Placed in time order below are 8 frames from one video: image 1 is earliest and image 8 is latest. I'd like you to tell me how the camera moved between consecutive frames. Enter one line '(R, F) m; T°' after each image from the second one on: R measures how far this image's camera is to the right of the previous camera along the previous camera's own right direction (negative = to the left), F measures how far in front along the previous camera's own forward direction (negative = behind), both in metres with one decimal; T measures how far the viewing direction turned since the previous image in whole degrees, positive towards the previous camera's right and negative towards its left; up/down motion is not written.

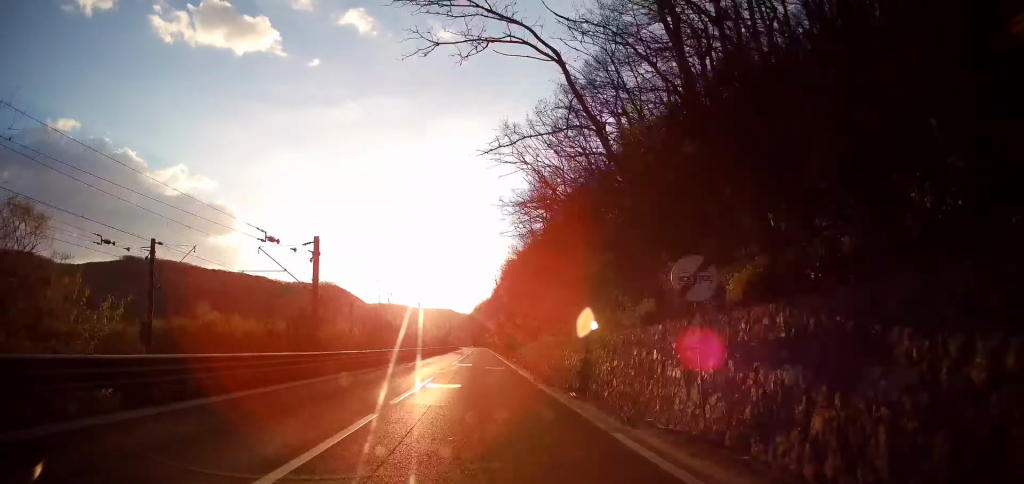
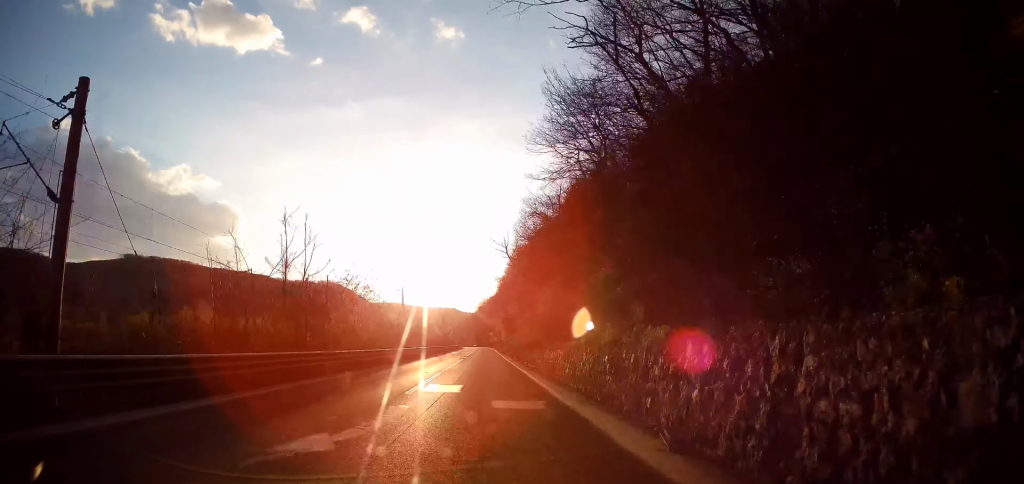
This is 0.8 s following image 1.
(-0.4, +18.5) m; 0°
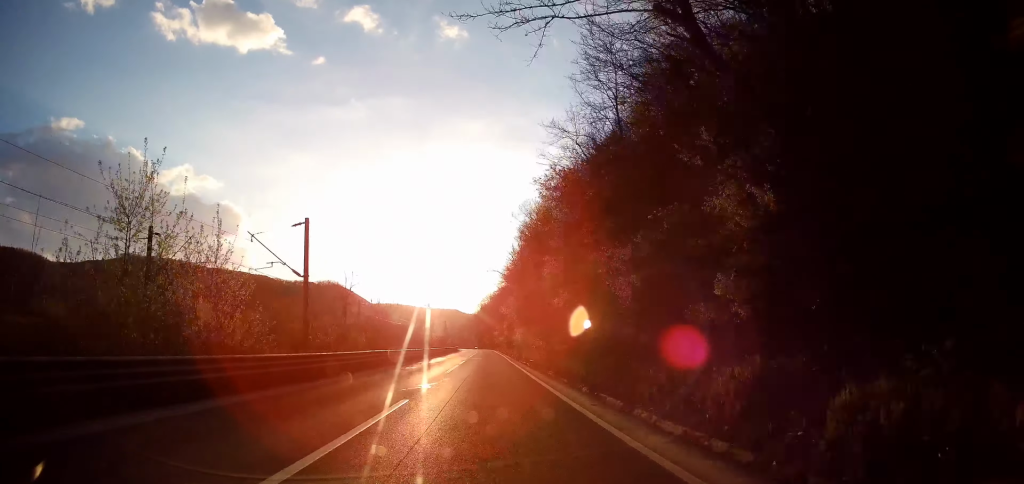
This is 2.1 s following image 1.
(+0.7, +31.3) m; +1°
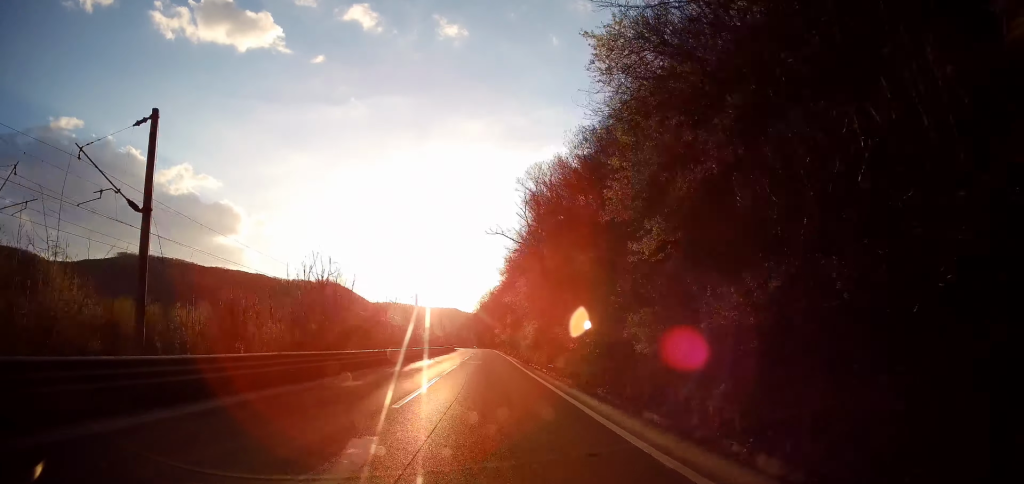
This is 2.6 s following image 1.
(0.0, +12.8) m; -1°
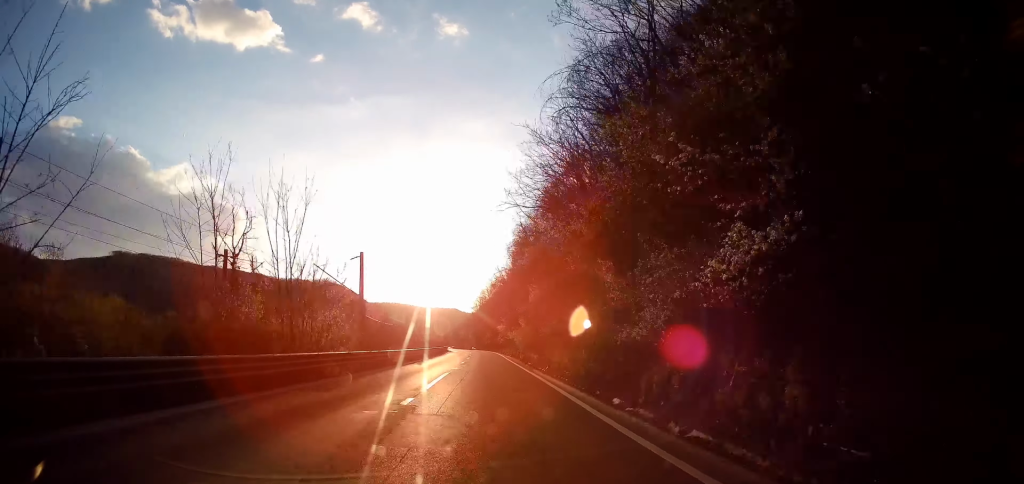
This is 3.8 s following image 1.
(-0.4, +28.1) m; 0°
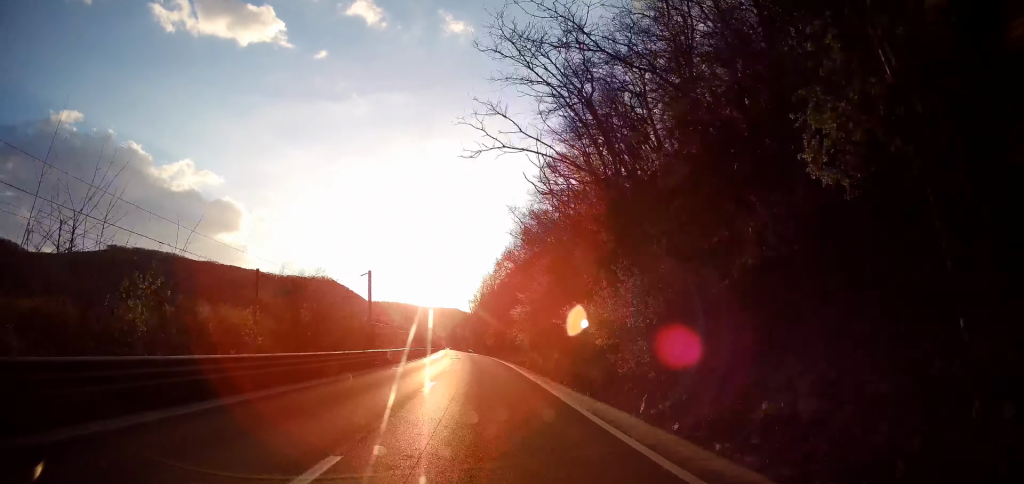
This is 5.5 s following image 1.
(+0.5, +43.2) m; +1°
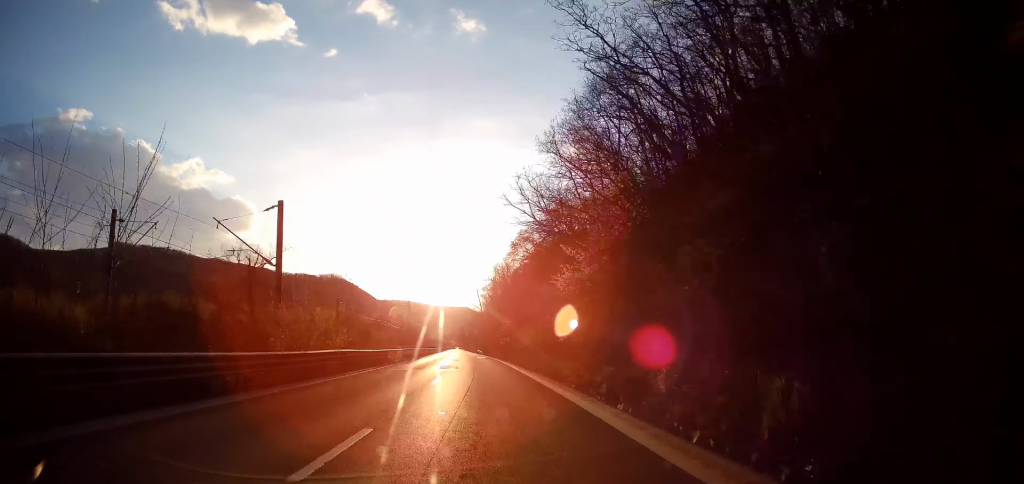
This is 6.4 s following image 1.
(0.0, +21.4) m; -1°
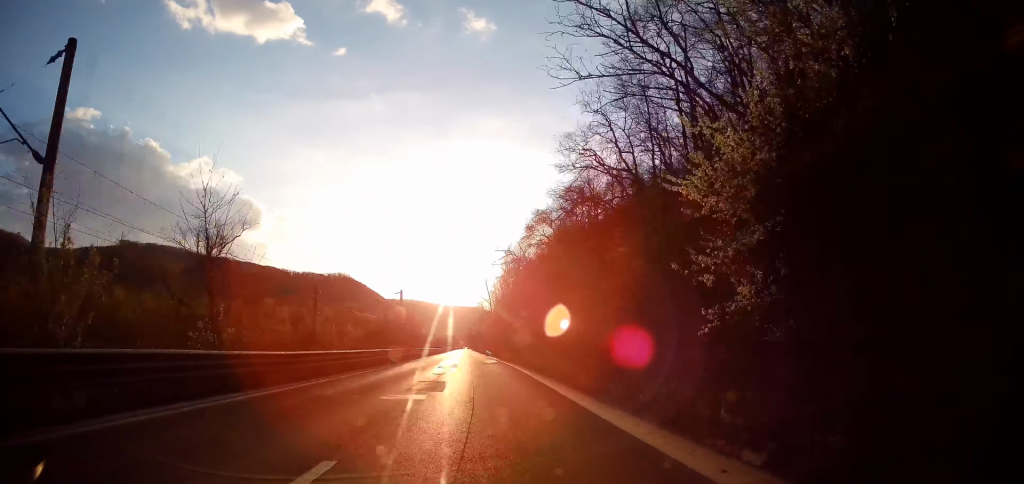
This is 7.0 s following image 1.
(+0.1, +14.0) m; -1°
